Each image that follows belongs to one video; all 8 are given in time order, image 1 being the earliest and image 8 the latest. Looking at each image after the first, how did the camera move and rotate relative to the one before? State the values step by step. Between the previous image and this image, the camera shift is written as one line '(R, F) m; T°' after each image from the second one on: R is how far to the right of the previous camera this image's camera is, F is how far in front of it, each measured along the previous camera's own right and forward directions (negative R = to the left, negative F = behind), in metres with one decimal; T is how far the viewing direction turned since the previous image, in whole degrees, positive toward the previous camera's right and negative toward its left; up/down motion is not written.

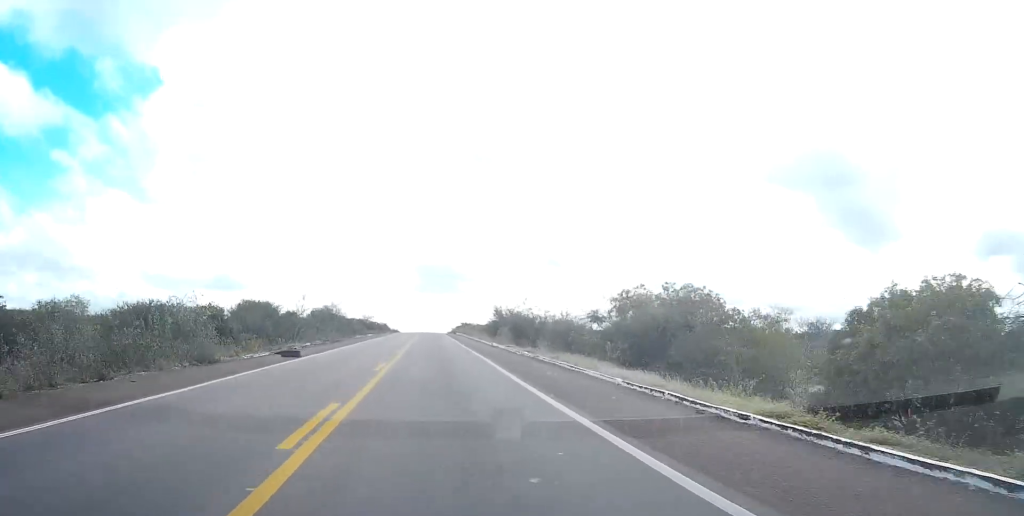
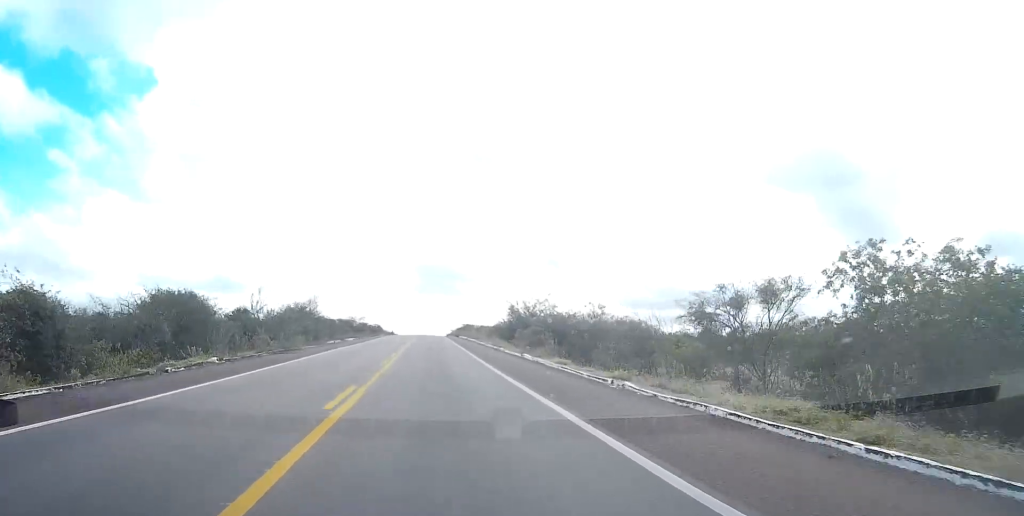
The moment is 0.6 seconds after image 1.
(0.0, +20.6) m; 0°
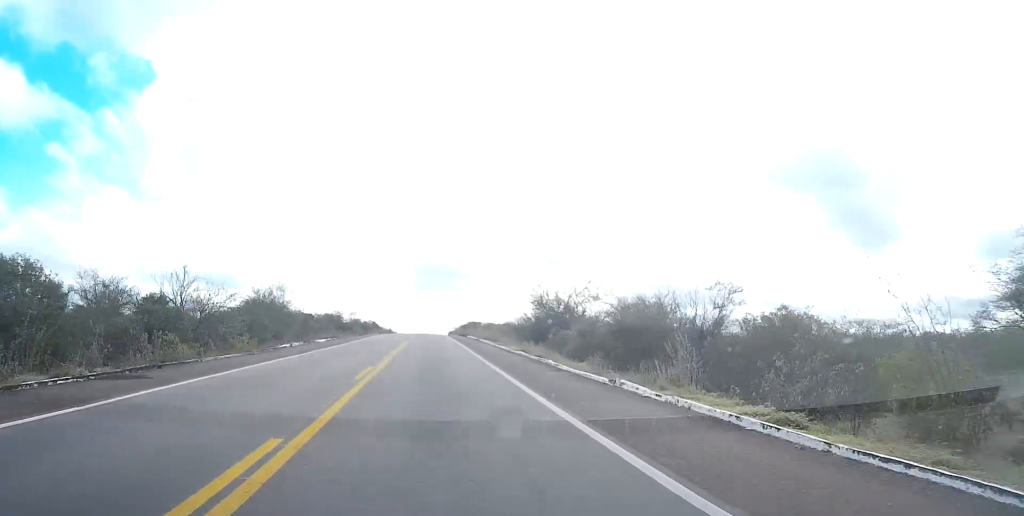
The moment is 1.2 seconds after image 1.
(0.0, +19.5) m; 0°
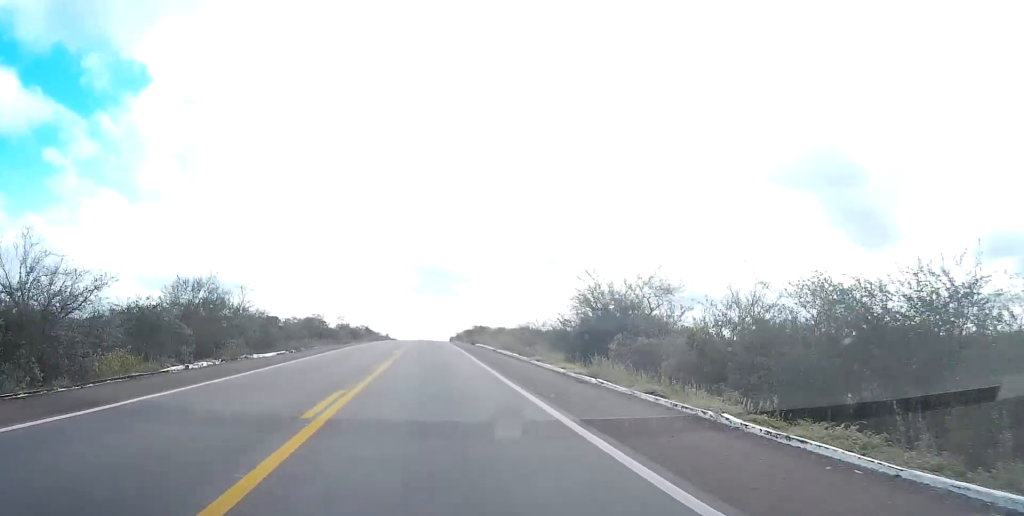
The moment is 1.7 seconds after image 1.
(+0.1, +18.3) m; 0°
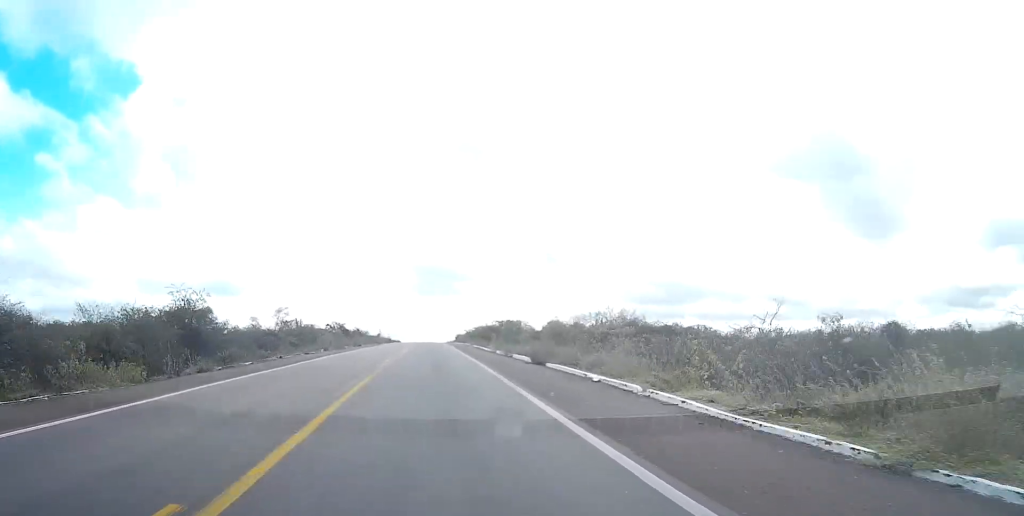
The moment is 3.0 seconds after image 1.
(-0.1, +45.6) m; 0°
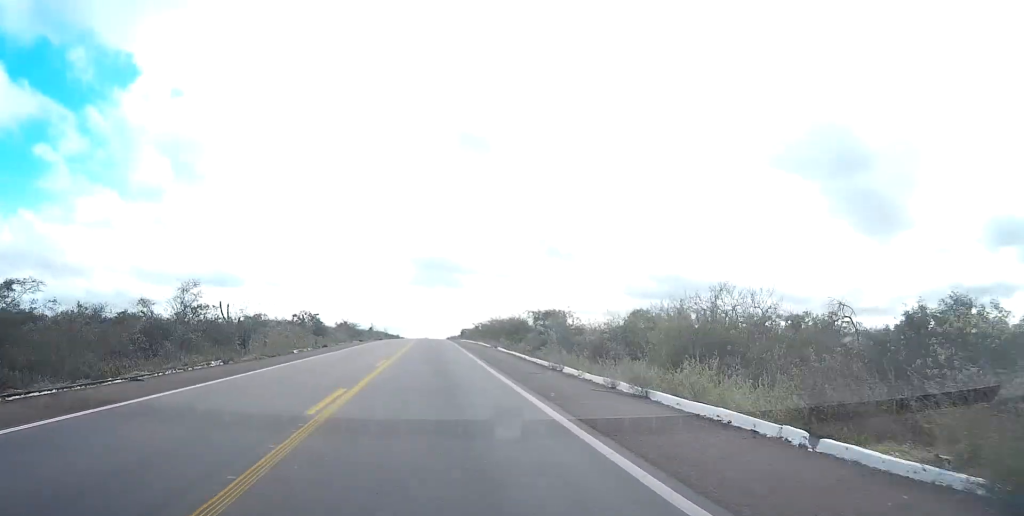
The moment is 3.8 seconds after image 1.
(0.0, +27.3) m; 0°
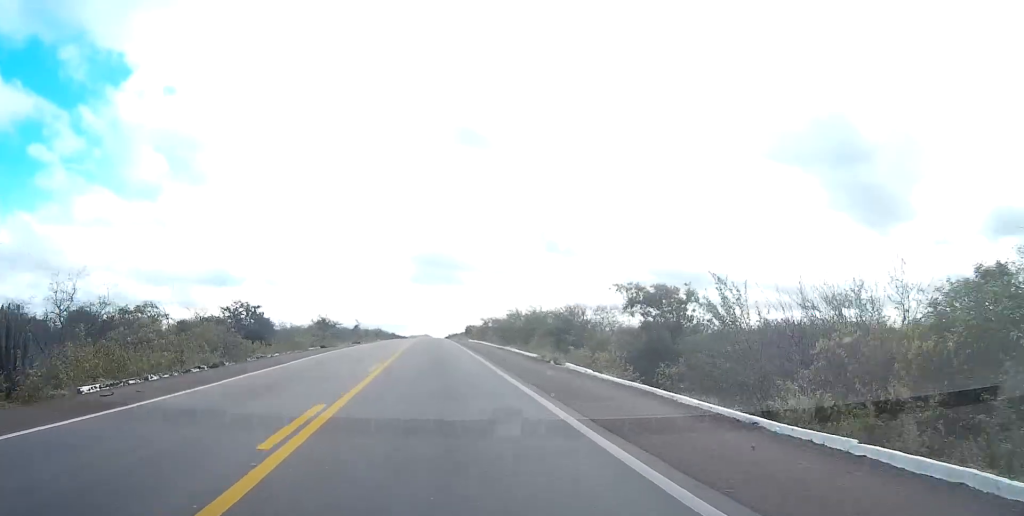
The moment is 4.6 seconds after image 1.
(0.0, +27.2) m; 0°
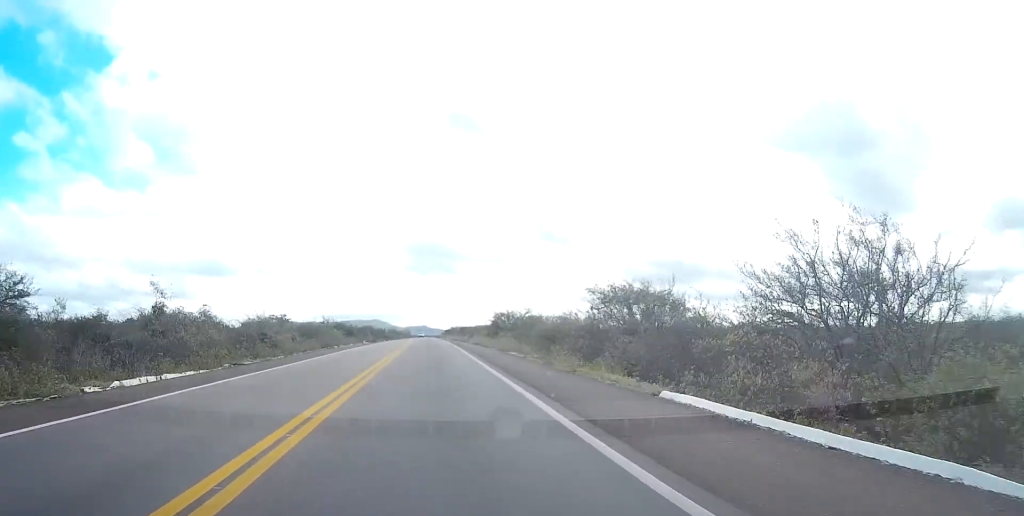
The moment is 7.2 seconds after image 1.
(+0.1, +86.3) m; 0°
